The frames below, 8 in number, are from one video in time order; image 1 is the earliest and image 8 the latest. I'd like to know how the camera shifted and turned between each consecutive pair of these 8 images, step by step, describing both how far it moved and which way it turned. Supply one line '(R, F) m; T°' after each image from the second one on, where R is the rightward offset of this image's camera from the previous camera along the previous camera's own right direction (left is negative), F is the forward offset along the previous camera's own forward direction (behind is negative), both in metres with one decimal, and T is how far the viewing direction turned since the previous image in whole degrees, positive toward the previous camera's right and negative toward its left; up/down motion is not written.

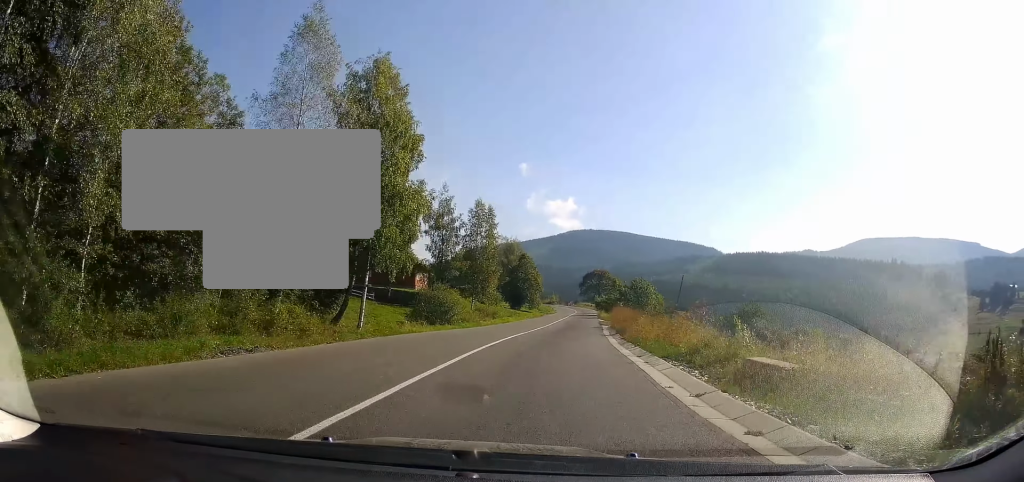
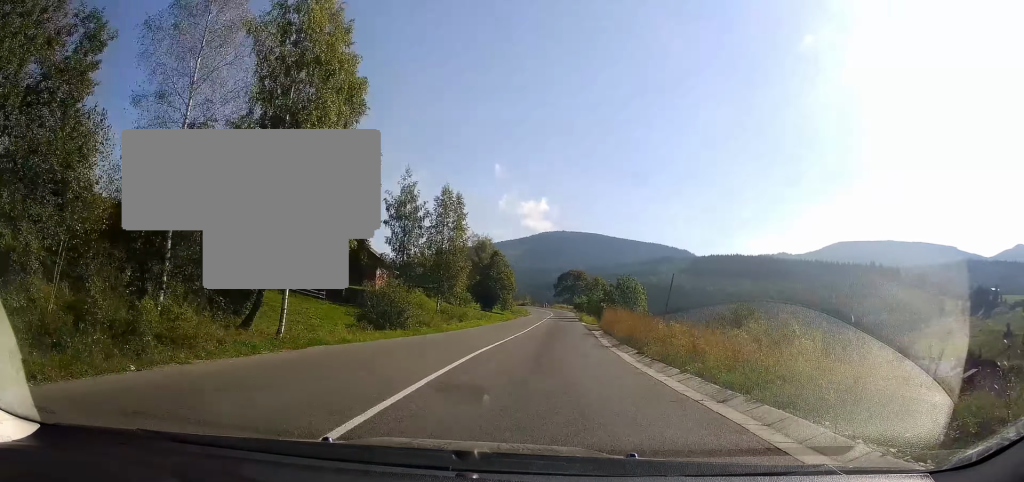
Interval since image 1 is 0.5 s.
(+0.3, +8.1) m; +3°
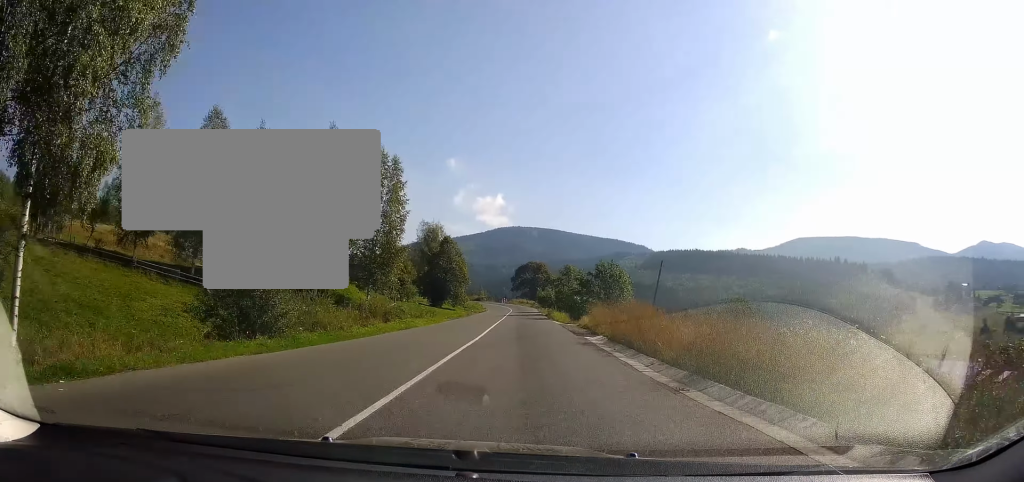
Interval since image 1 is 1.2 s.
(+0.6, +14.1) m; +5°
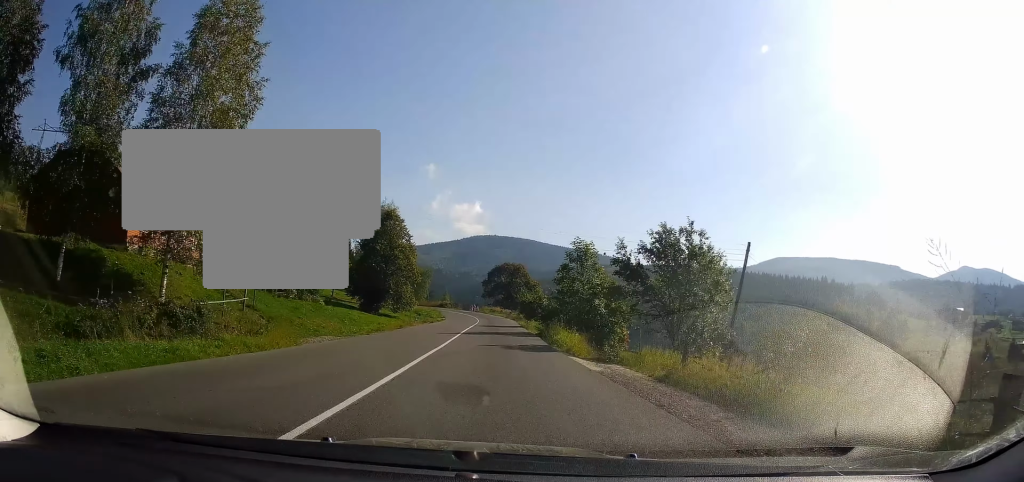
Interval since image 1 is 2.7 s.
(+1.7, +27.7) m; +3°
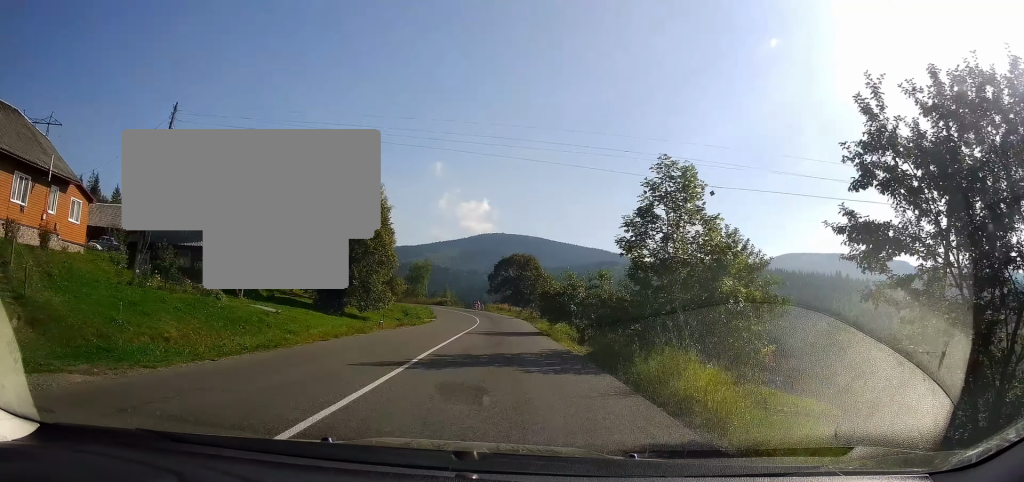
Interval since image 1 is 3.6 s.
(-0.3, +16.7) m; 0°
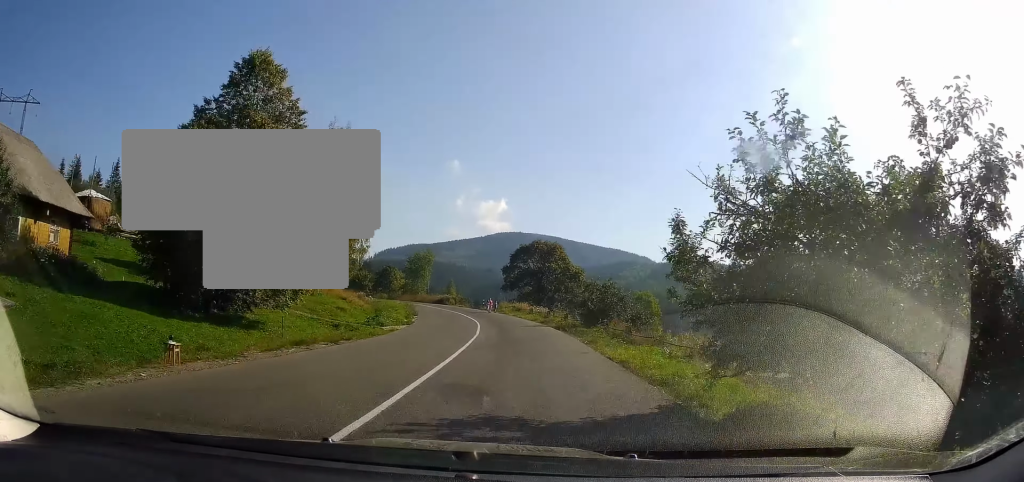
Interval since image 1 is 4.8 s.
(+0.3, +23.2) m; +1°
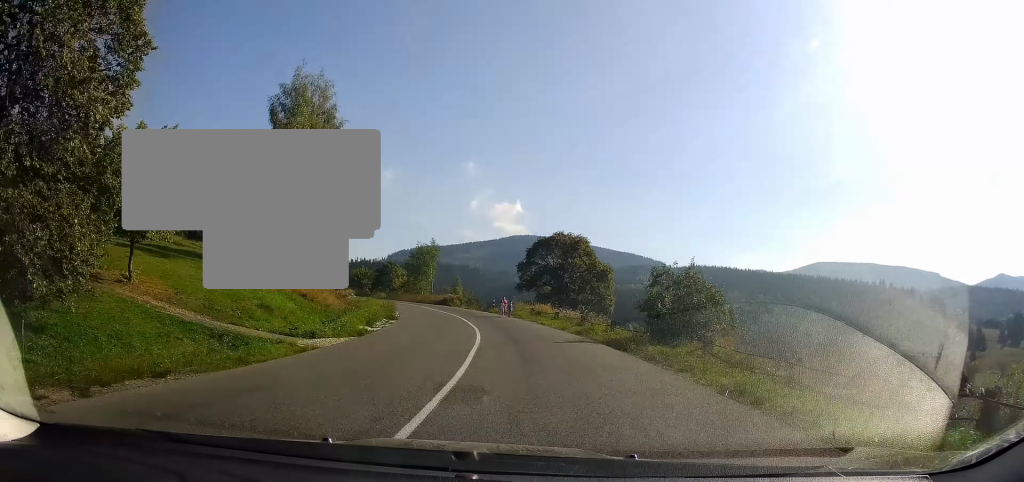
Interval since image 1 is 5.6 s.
(0.0, +14.3) m; 0°
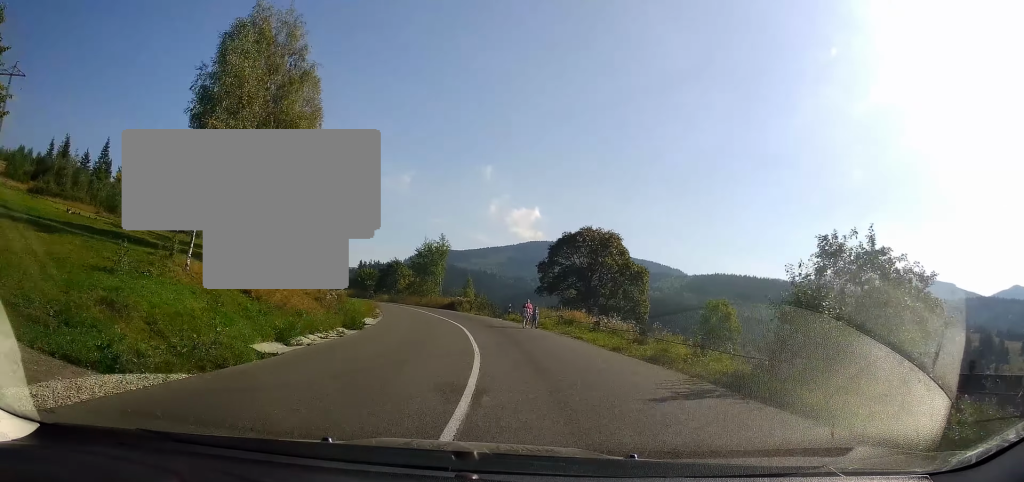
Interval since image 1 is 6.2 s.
(0.0, +11.1) m; -2°
